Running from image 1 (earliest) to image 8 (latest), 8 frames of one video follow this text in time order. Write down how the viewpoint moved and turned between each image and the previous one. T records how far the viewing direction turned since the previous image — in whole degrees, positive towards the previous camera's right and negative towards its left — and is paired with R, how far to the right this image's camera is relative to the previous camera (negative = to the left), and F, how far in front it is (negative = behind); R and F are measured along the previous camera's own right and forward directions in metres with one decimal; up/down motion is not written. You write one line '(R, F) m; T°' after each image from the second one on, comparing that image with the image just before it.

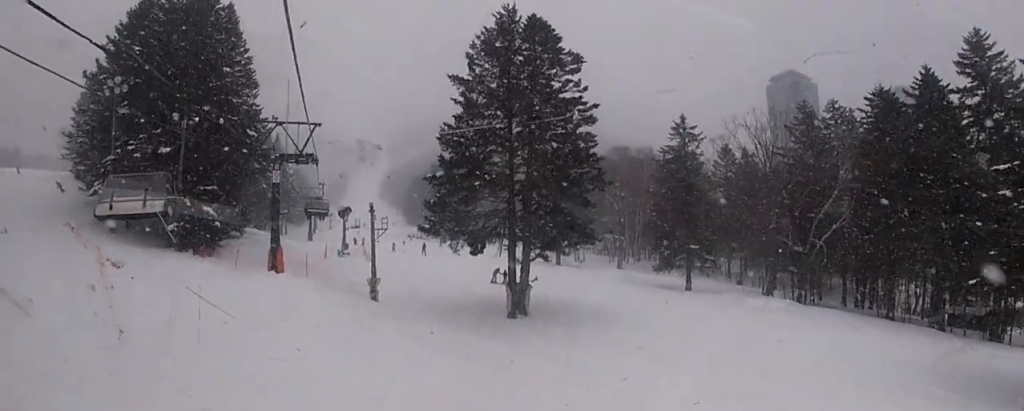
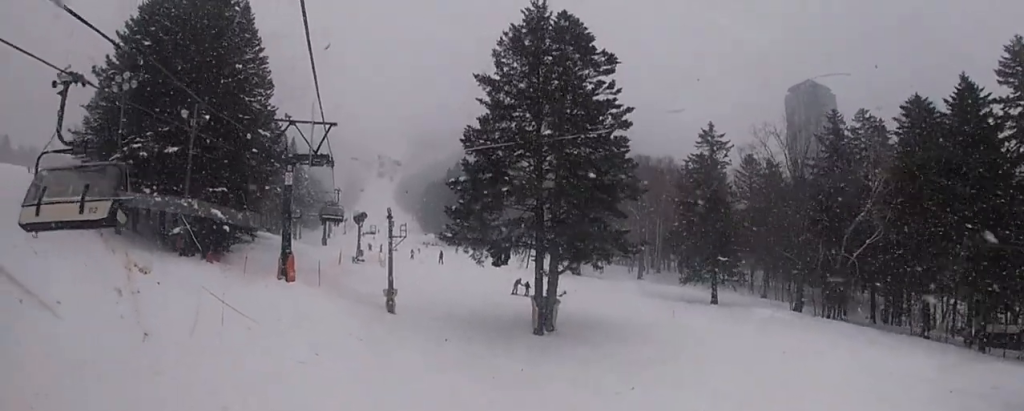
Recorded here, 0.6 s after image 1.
(0.0, +2.3) m; 0°
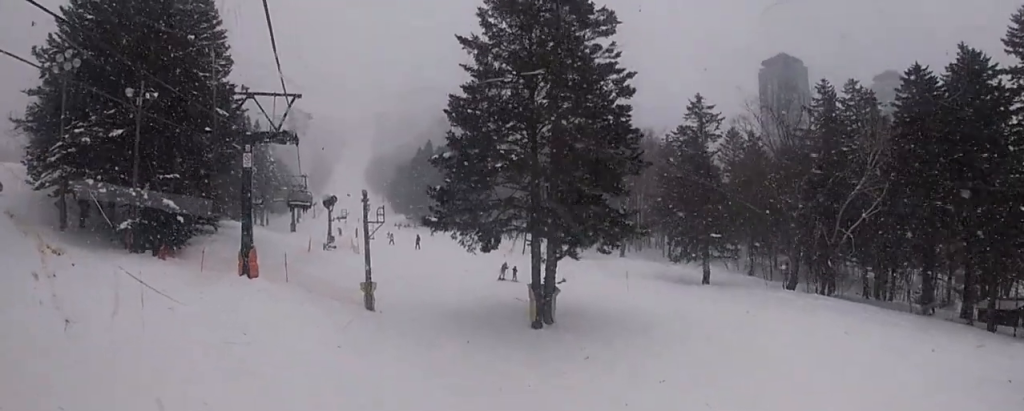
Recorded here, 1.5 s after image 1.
(0.0, +3.6) m; -1°
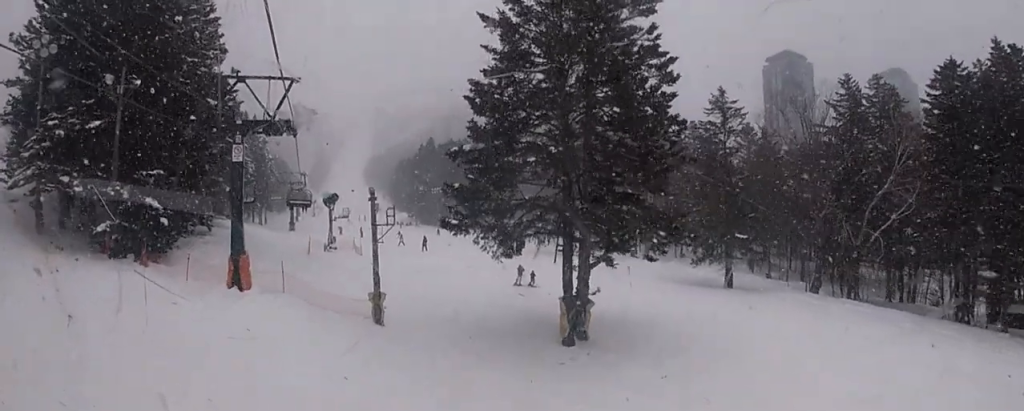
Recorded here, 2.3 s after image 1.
(0.0, +3.5) m; -3°
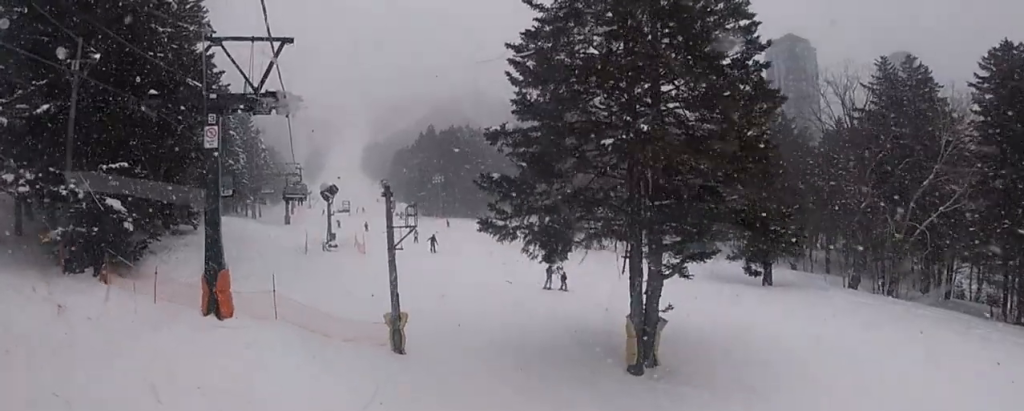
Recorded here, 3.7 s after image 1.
(-0.3, +5.2) m; -3°
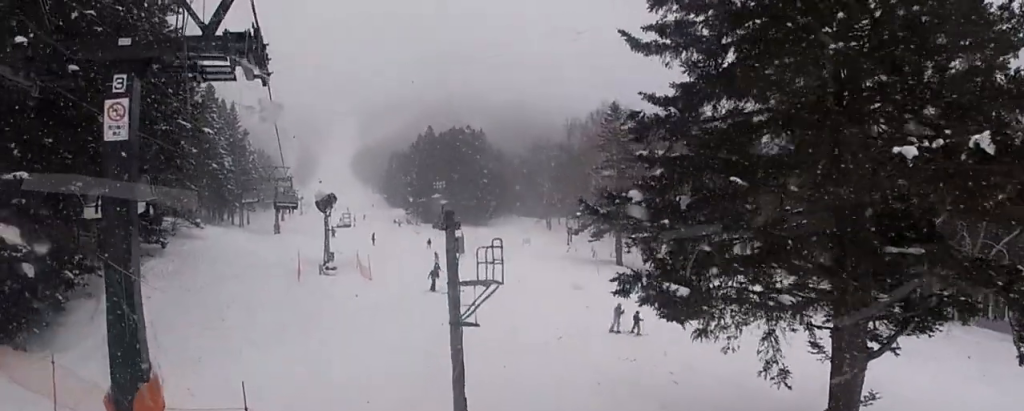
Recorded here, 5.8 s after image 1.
(0.0, +8.1) m; 0°
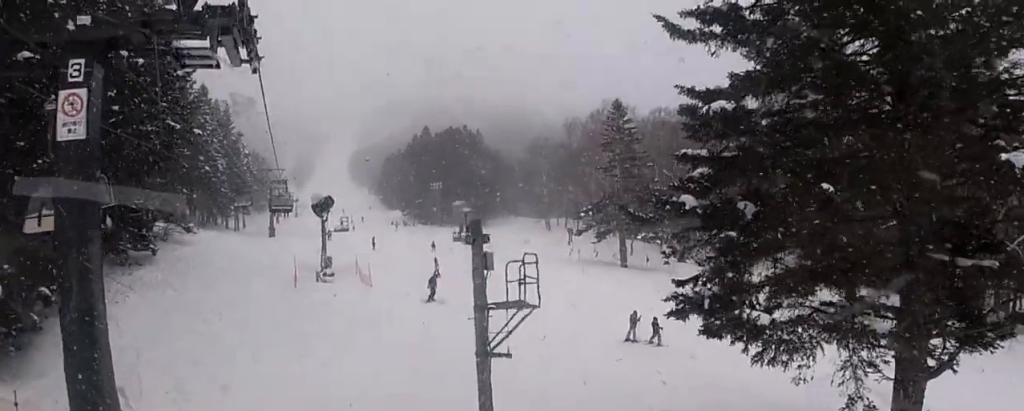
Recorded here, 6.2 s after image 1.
(0.0, +1.6) m; 0°
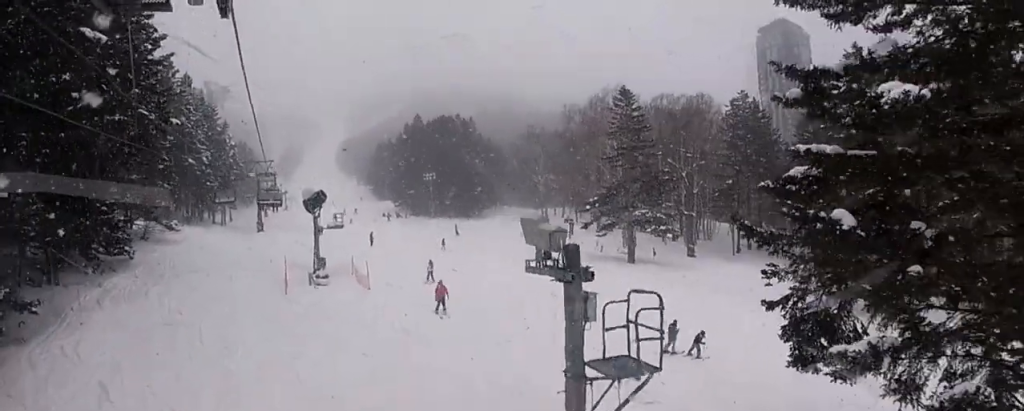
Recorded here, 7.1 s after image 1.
(0.0, +3.1) m; +2°
